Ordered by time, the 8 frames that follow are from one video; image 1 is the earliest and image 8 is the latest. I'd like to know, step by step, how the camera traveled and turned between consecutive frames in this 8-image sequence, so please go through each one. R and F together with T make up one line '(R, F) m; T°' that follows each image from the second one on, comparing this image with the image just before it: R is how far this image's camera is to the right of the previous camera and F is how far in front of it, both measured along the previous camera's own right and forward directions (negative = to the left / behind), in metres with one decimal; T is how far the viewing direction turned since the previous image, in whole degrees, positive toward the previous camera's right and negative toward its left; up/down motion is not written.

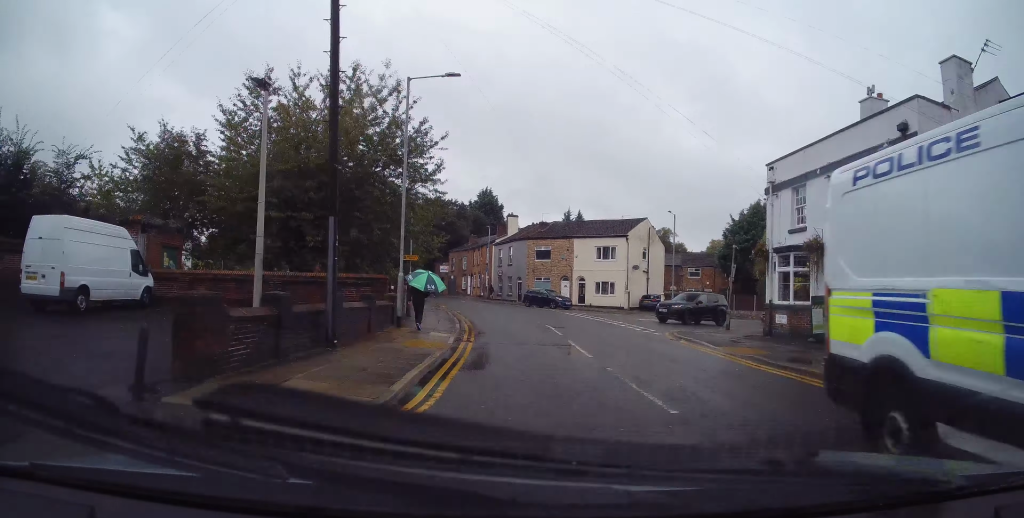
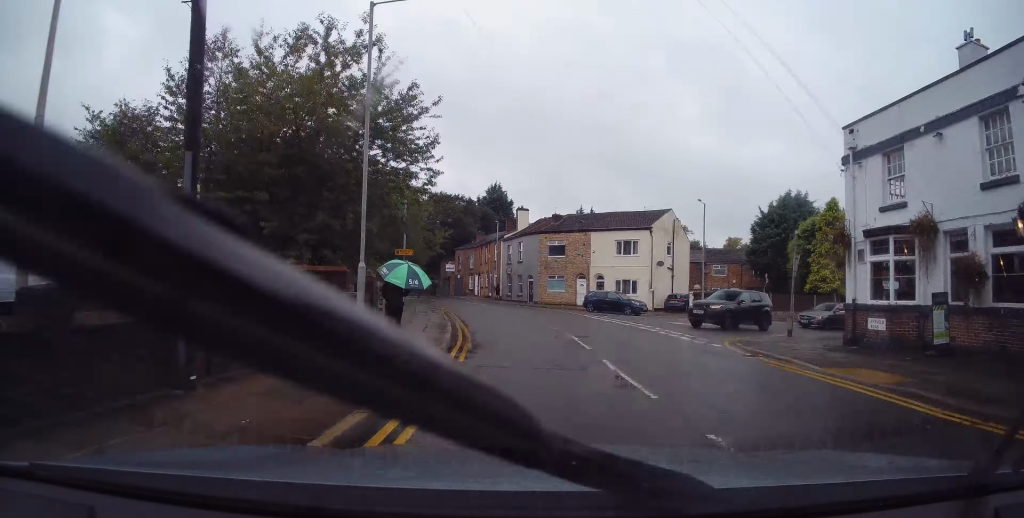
(+0.1, +5.0) m; -3°
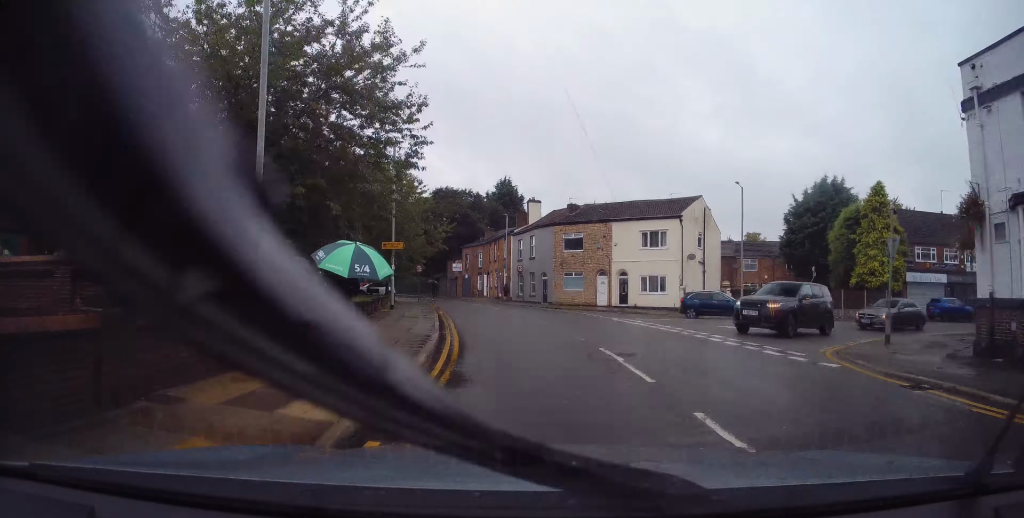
(-0.5, +5.2) m; -3°
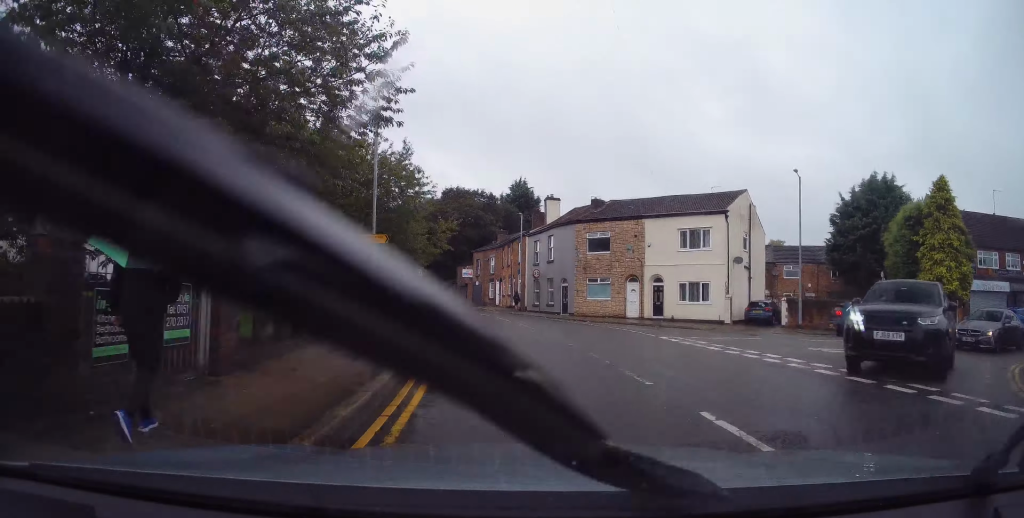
(0.0, +5.8) m; -1°
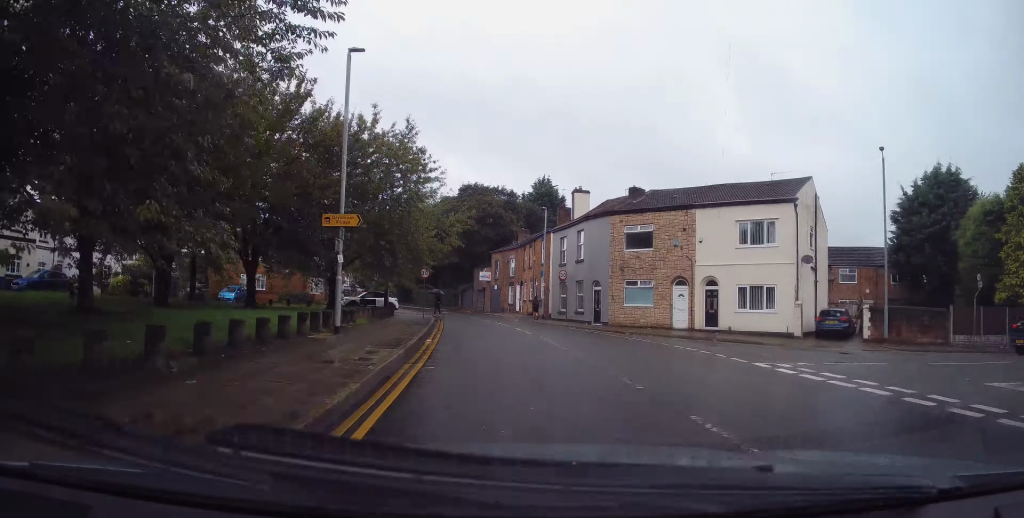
(0.0, +5.9) m; -2°
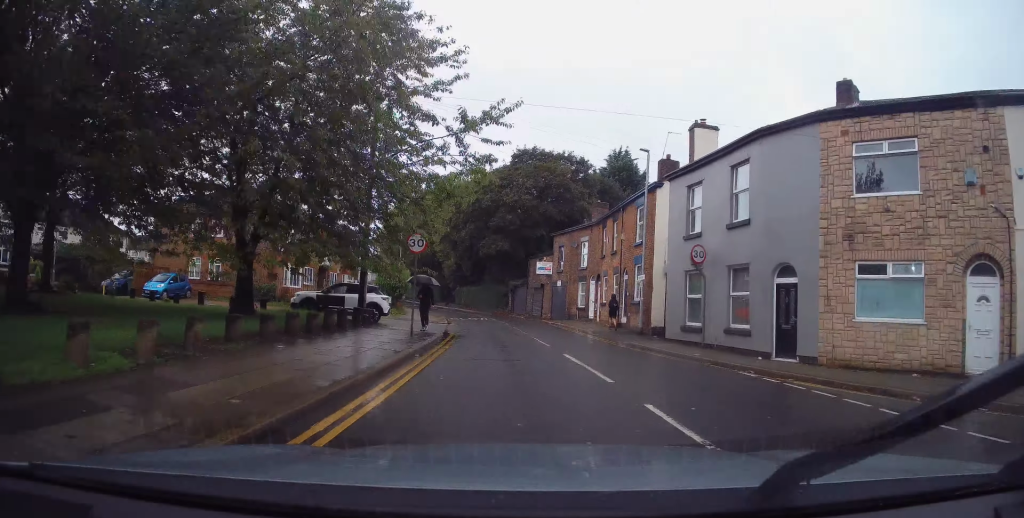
(-1.1, +16.6) m; -4°
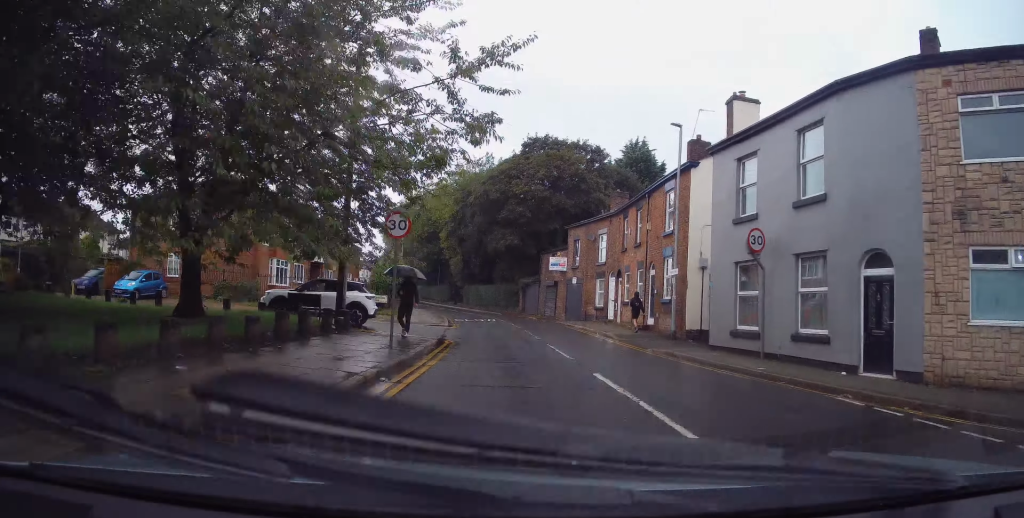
(+0.2, +3.6) m; 0°
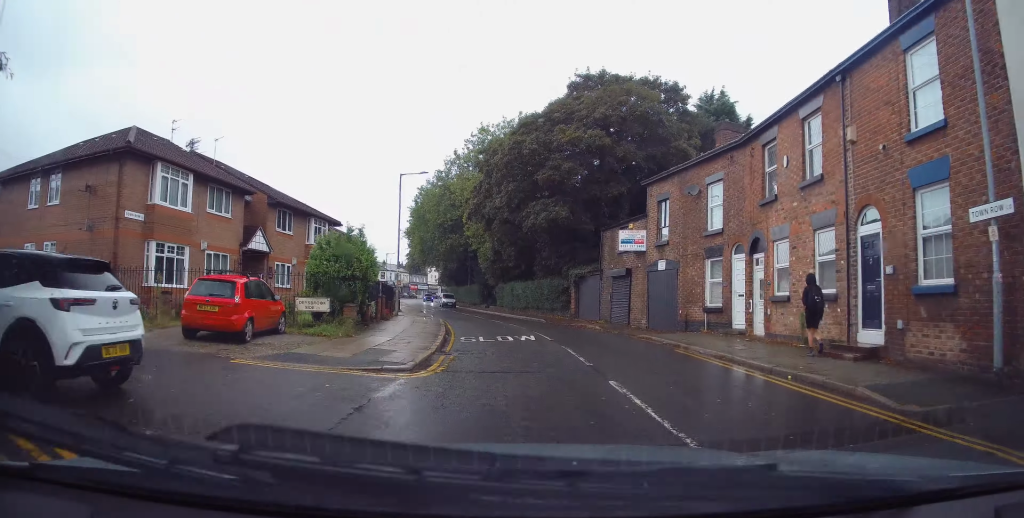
(-1.8, +14.1) m; -9°
